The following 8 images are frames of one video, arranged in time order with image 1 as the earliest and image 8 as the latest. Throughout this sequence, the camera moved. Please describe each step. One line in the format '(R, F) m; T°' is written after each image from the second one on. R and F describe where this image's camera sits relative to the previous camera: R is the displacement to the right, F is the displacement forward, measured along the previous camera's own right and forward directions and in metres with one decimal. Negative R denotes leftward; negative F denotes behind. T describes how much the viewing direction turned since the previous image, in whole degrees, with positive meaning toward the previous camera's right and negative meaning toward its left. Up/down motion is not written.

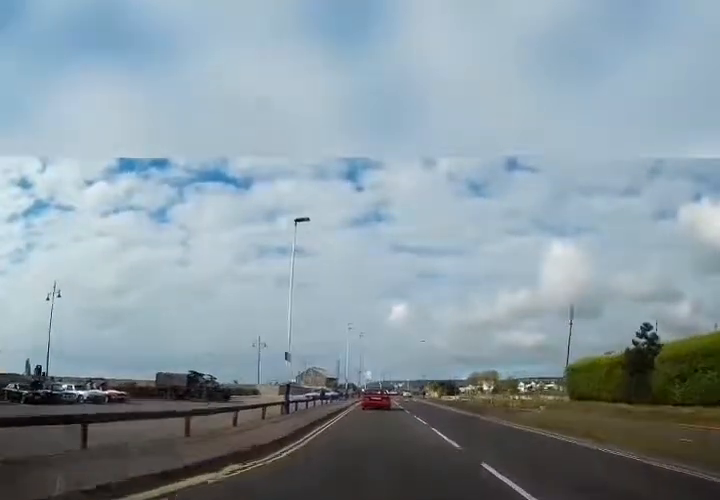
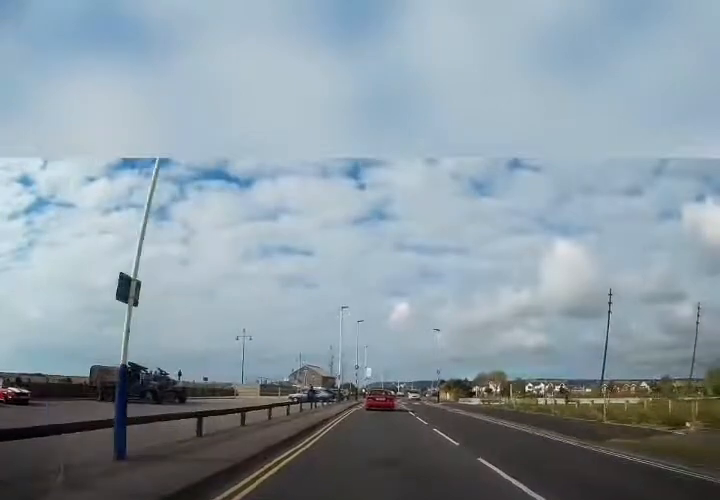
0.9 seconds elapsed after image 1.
(-0.1, +11.7) m; 0°
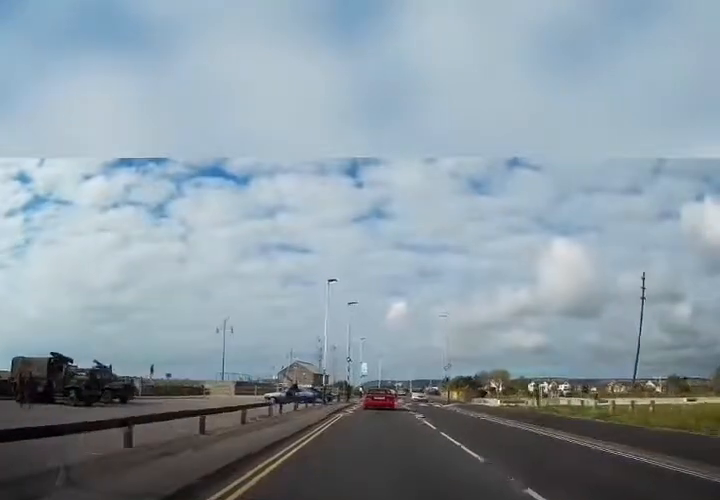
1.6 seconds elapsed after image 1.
(+0.1, +8.8) m; +1°
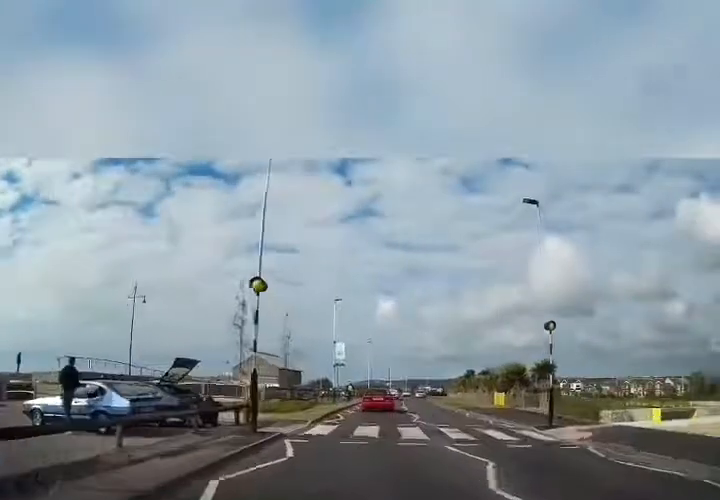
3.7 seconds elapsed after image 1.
(+0.3, +25.8) m; +1°
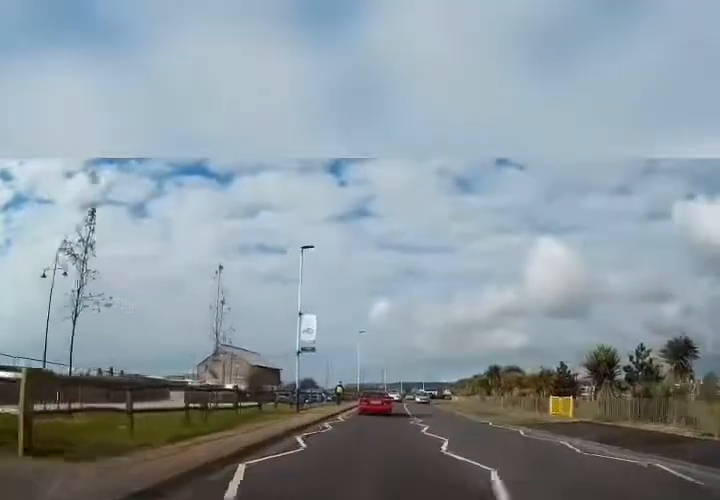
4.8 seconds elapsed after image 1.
(0.0, +13.1) m; 0°
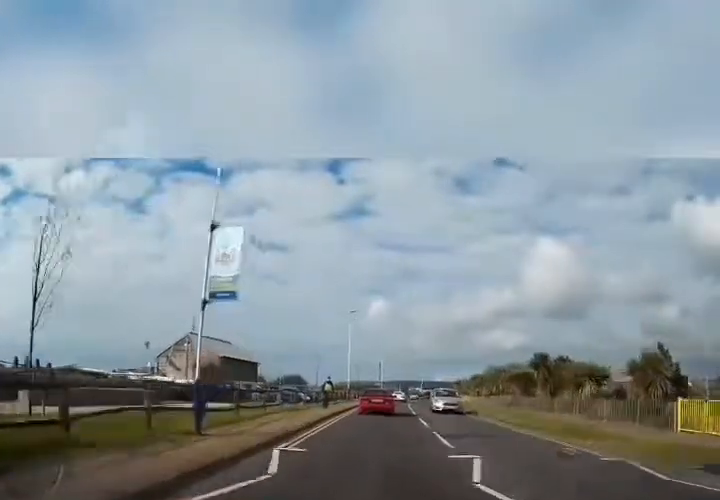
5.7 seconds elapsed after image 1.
(+0.1, +11.2) m; +2°
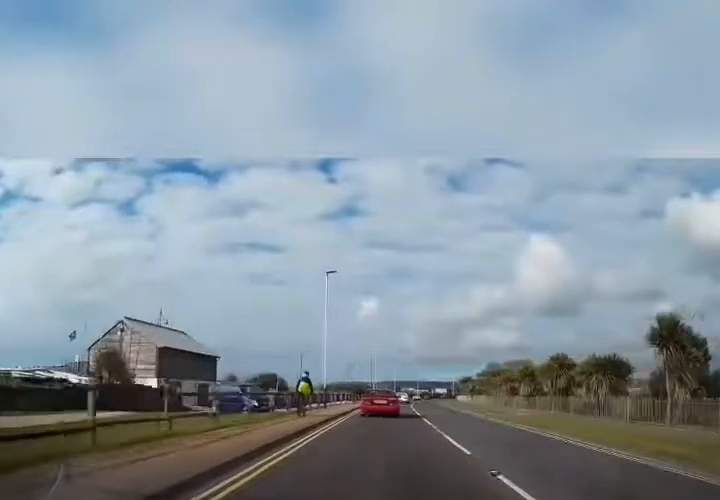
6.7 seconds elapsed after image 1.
(+0.3, +12.9) m; +2°
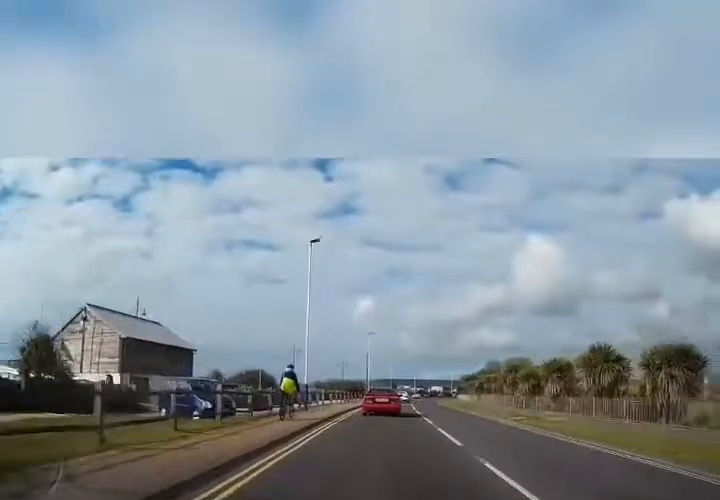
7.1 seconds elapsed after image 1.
(+0.1, +5.4) m; +1°
